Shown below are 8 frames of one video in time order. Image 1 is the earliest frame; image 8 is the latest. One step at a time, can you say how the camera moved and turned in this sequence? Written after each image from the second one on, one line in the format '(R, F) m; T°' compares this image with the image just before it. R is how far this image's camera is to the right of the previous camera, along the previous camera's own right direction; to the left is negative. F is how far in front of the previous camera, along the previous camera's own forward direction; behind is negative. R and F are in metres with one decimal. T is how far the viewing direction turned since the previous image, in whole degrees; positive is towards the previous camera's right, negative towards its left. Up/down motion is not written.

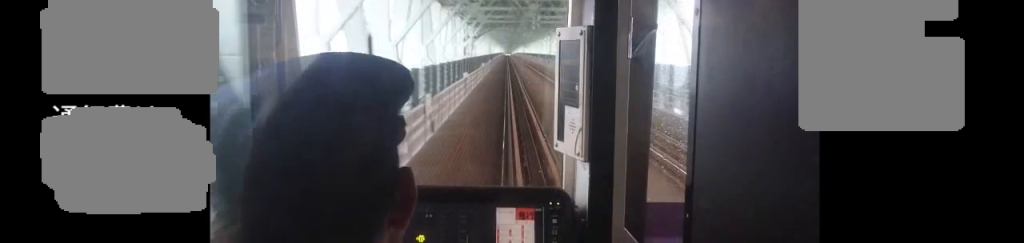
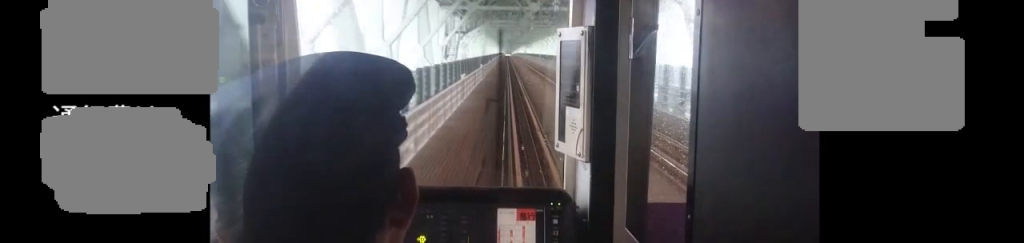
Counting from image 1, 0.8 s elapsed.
(+0.1, +19.5) m; +1°
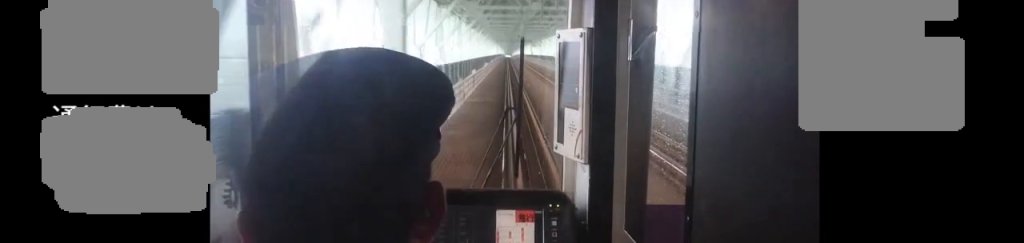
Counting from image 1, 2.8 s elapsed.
(+0.5, +47.7) m; 0°
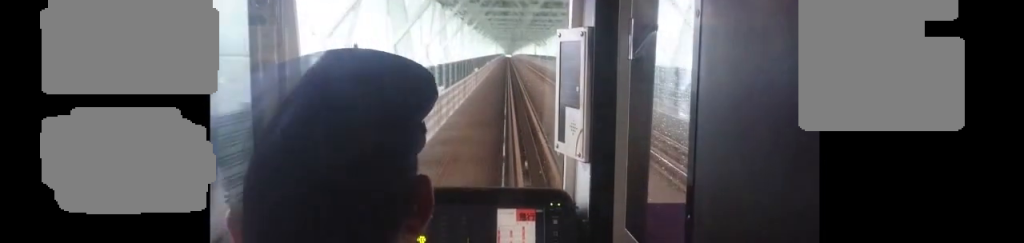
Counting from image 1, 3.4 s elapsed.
(-0.1, +15.7) m; 0°
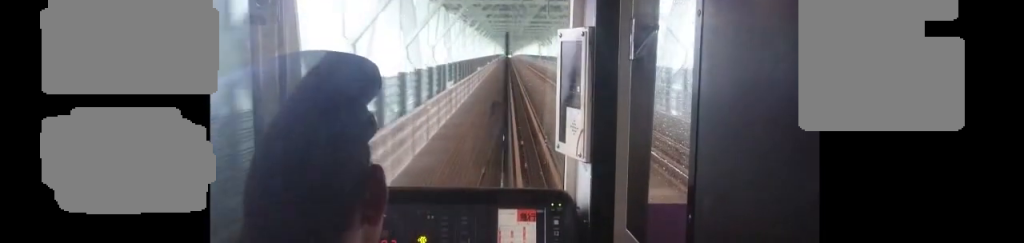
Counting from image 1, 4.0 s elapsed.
(-0.2, +15.7) m; 0°
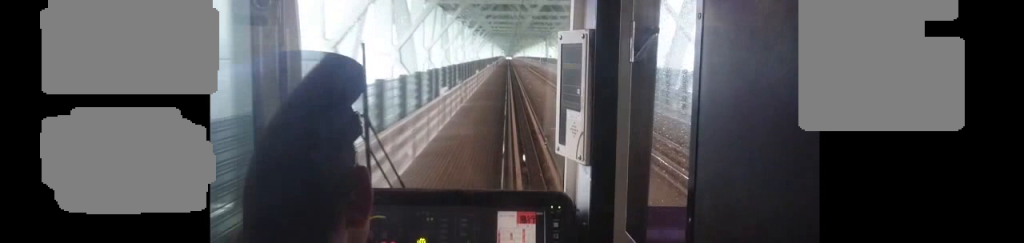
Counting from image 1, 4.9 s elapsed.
(+0.2, +20.6) m; 0°
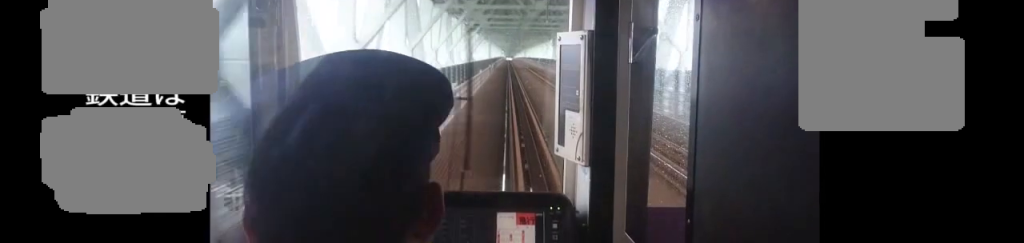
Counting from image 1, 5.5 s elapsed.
(0.0, +15.6) m; 0°
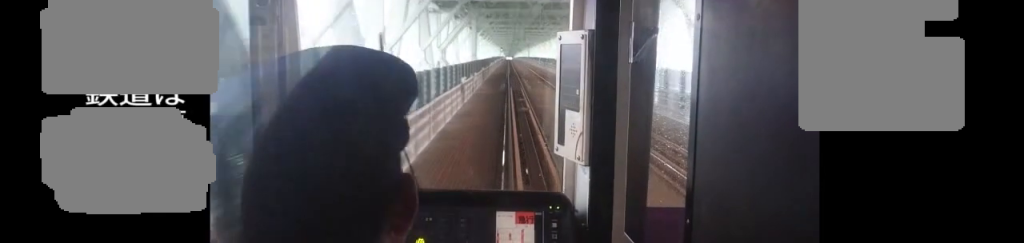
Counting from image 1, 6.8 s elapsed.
(+0.3, +32.1) m; 0°
